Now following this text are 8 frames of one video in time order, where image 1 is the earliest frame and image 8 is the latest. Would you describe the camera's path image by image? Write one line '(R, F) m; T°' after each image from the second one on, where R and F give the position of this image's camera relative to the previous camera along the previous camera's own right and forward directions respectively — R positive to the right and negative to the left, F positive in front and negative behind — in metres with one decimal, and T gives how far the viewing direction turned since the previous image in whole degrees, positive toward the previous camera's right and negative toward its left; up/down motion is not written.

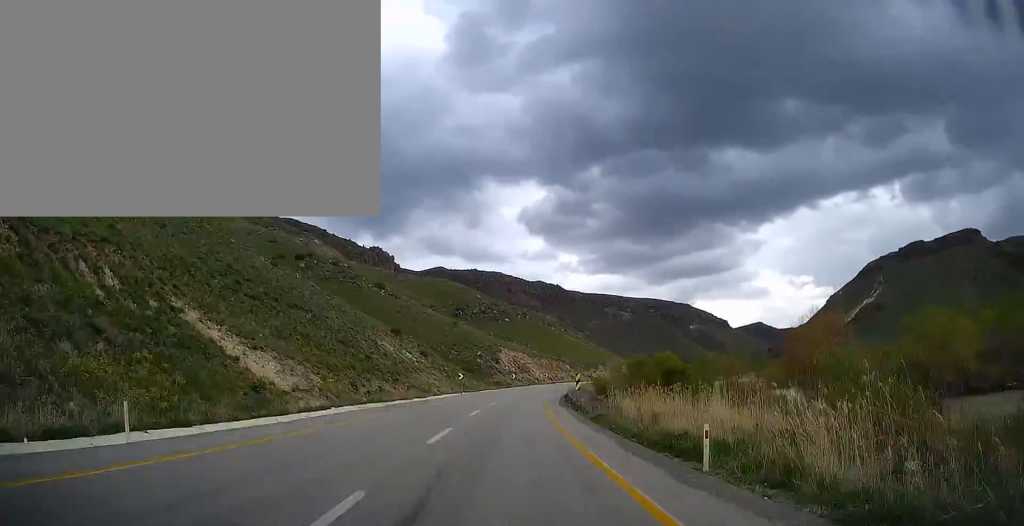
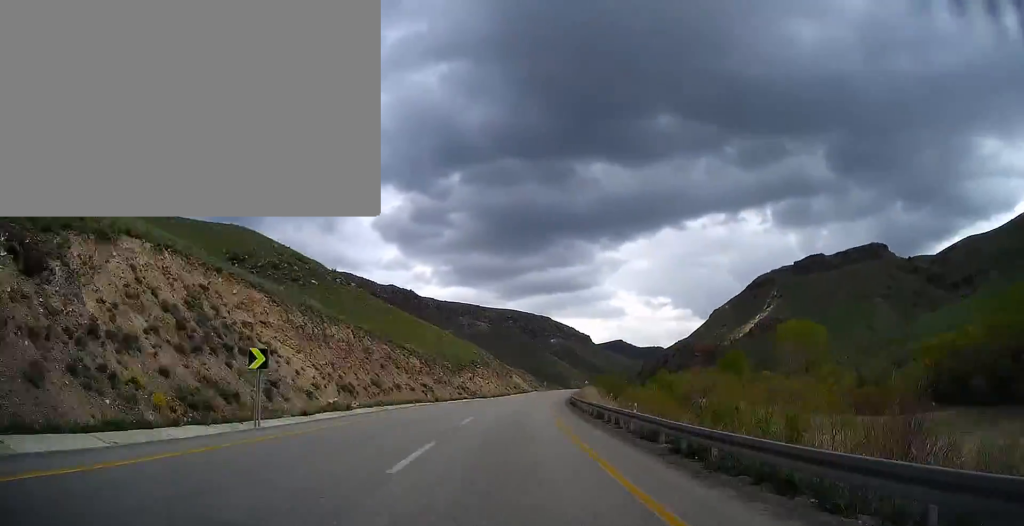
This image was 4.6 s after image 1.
(+5.0, +105.2) m; +7°
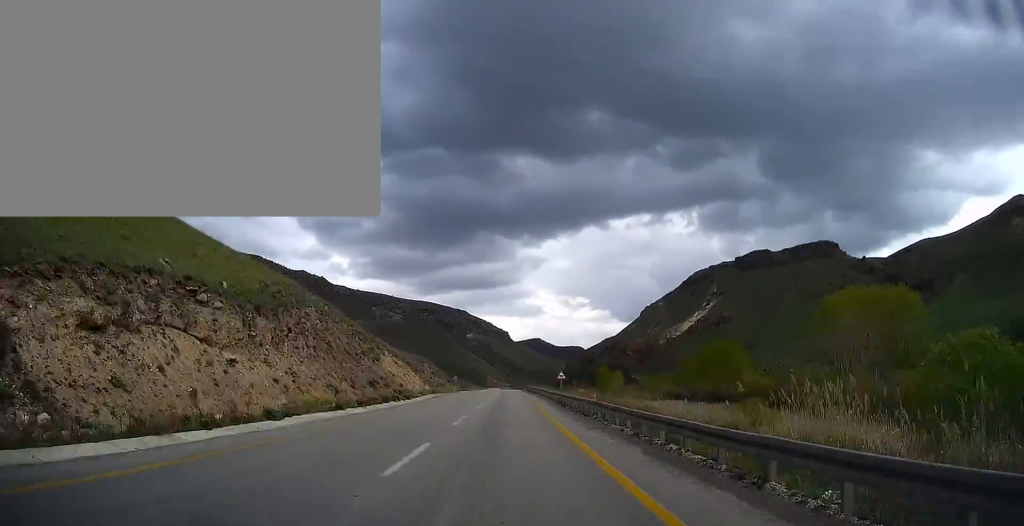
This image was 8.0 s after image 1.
(+7.3, +77.9) m; +4°
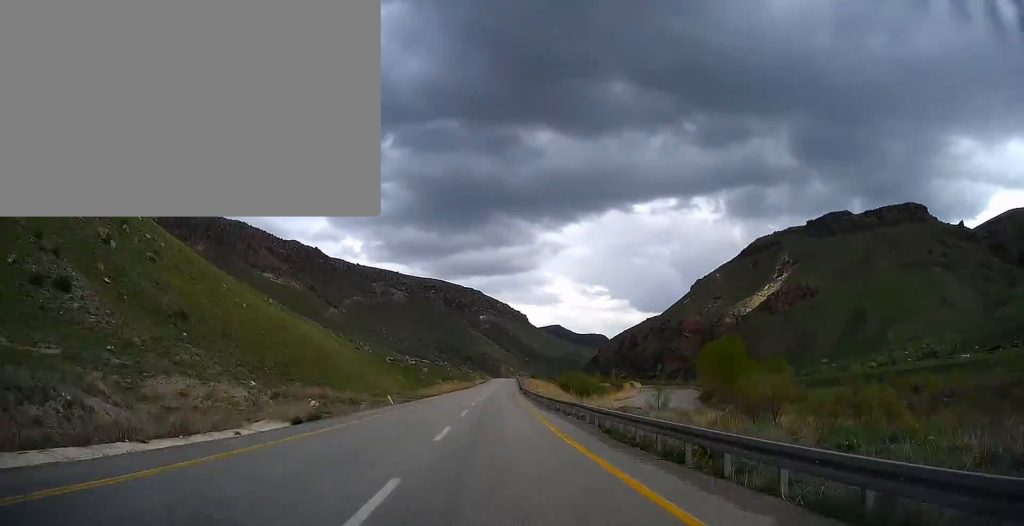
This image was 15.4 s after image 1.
(+4.2, +167.6) m; +1°
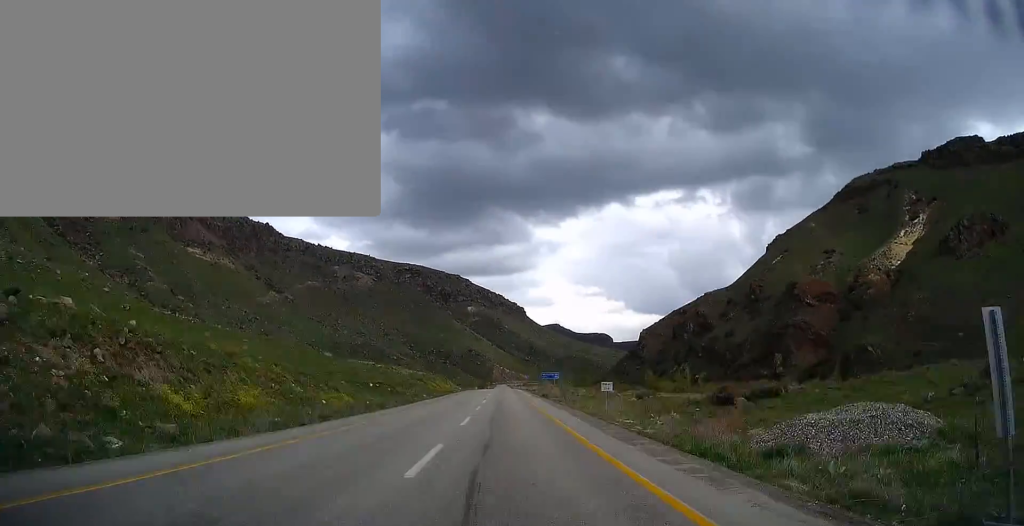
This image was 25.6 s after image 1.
(-0.1, +208.0) m; 0°
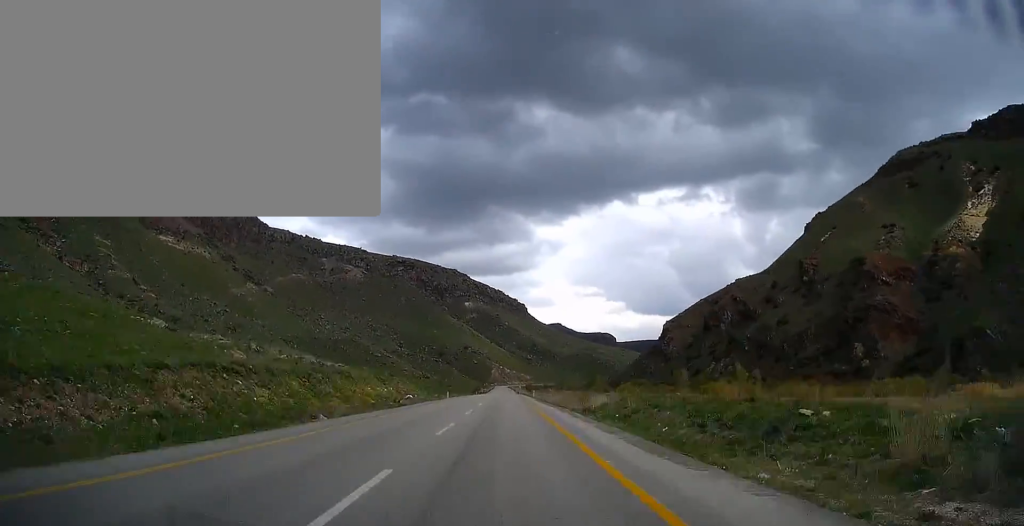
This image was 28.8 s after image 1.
(0.0, +55.8) m; 0°
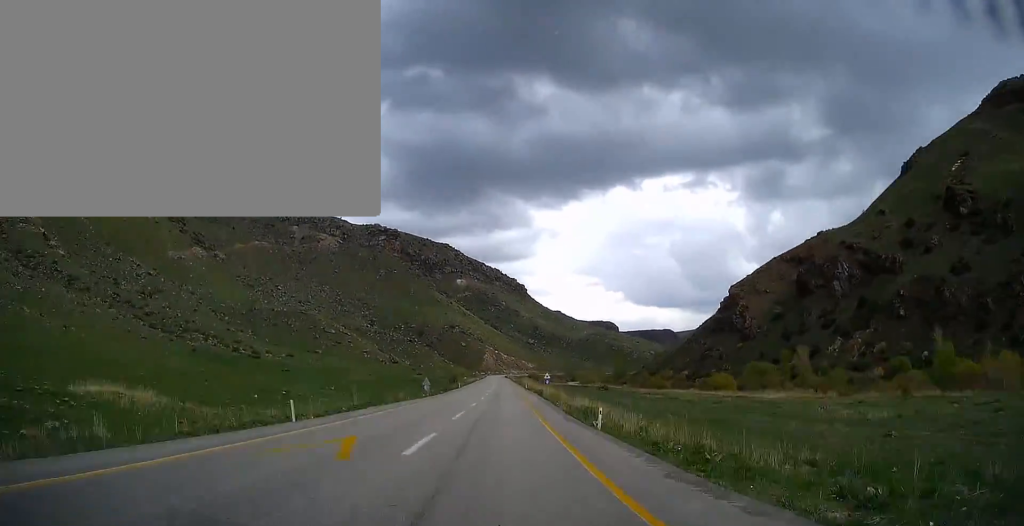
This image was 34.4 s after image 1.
(0.0, +104.1) m; 0°
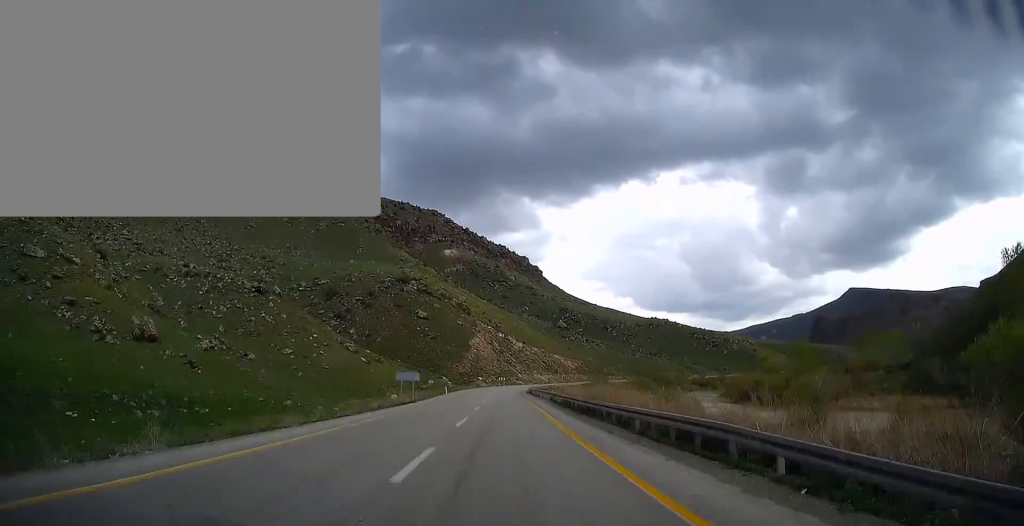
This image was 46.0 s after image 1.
(0.0, +361.6) m; +2°
